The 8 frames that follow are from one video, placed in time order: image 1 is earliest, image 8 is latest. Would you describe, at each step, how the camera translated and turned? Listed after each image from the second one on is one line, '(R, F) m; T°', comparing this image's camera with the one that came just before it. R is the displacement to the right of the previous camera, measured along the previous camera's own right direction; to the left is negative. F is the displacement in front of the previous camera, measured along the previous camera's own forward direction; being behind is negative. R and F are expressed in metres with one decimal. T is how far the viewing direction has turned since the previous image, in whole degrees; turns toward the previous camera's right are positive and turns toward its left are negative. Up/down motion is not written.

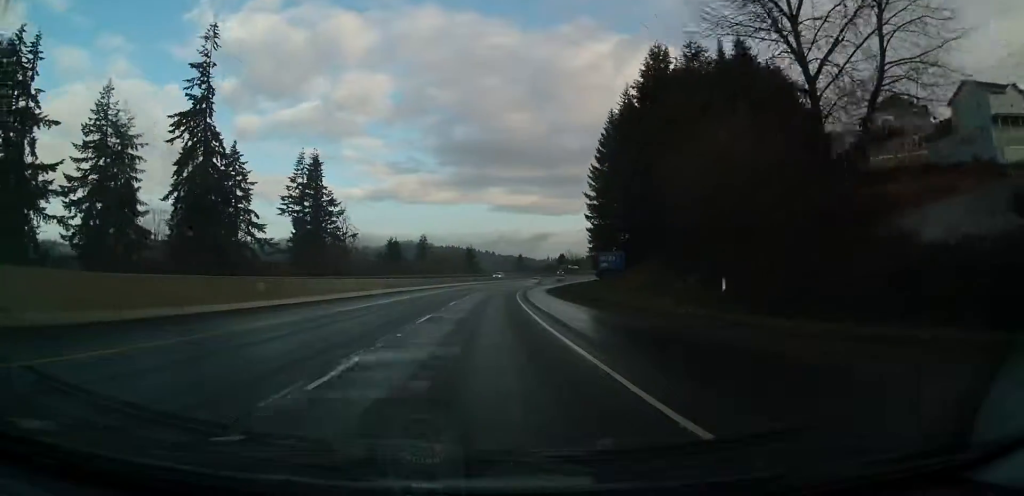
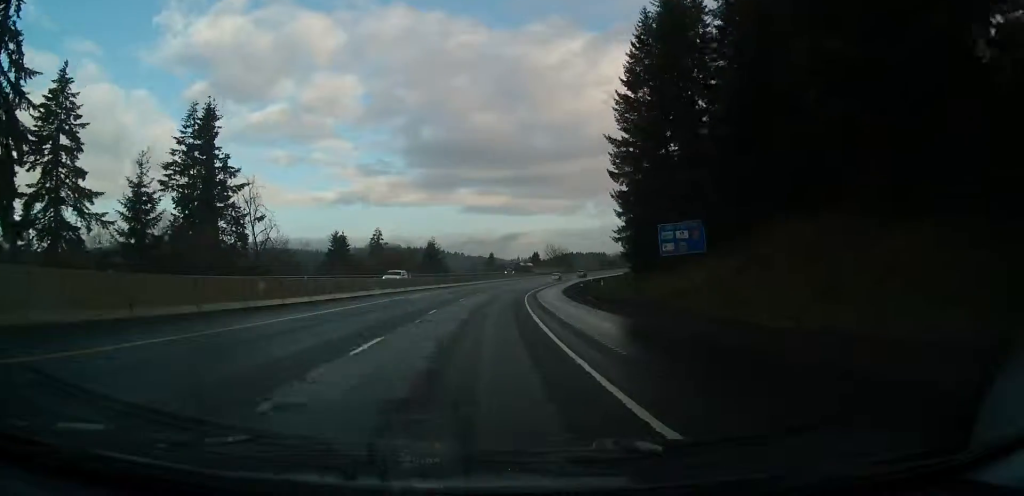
(+0.3, +46.8) m; +2°
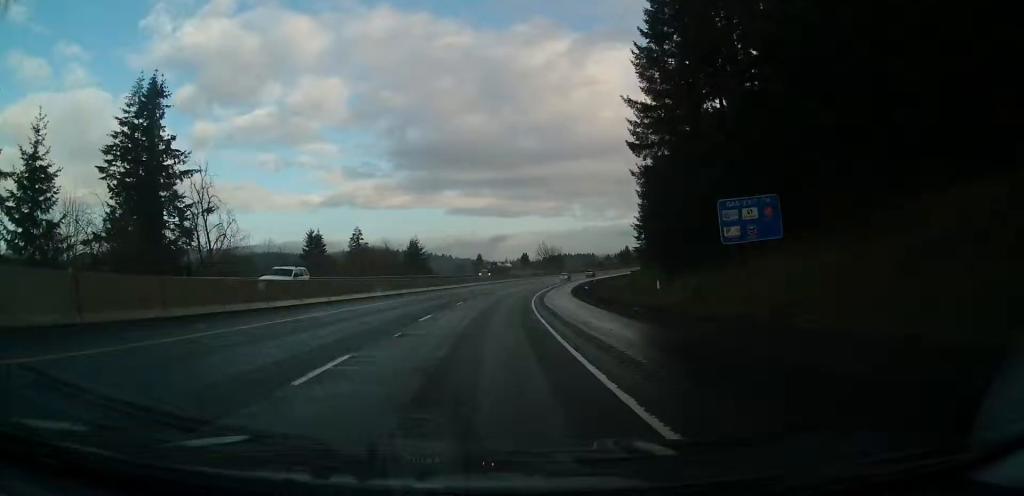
(0.0, +15.9) m; +1°
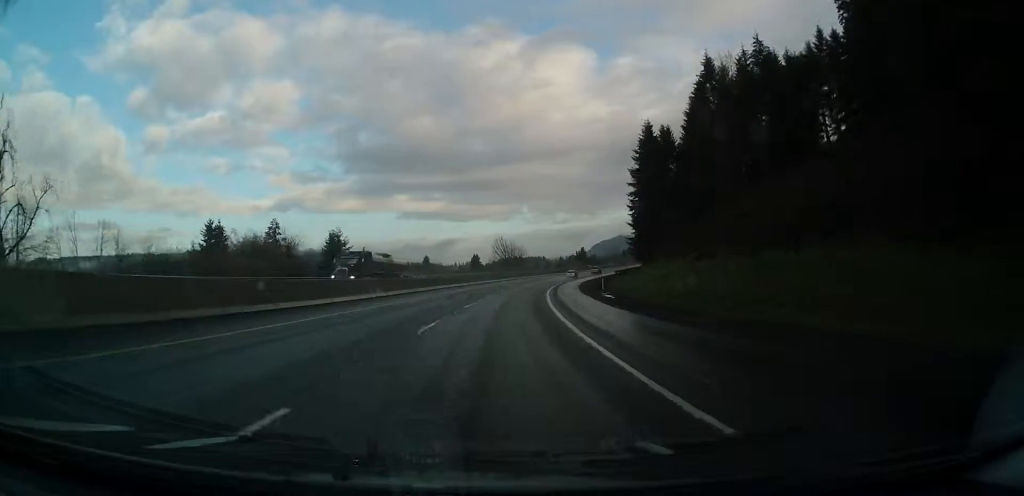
(+0.9, +41.1) m; +3°
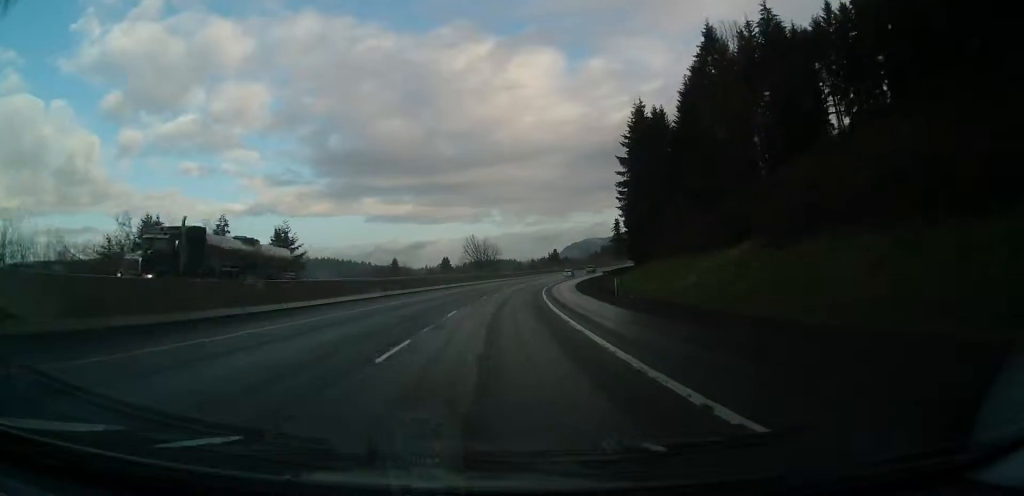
(+0.1, +17.6) m; +2°
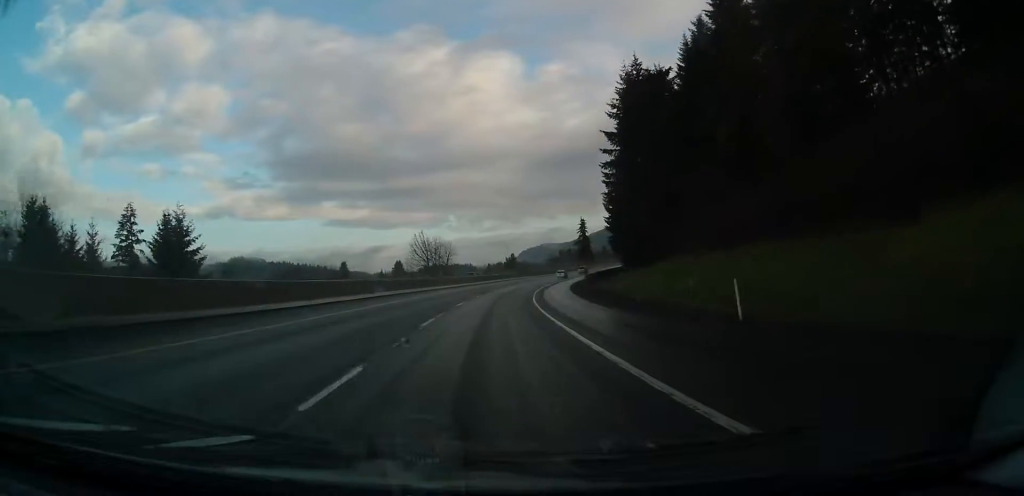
(+0.7, +27.5) m; +2°
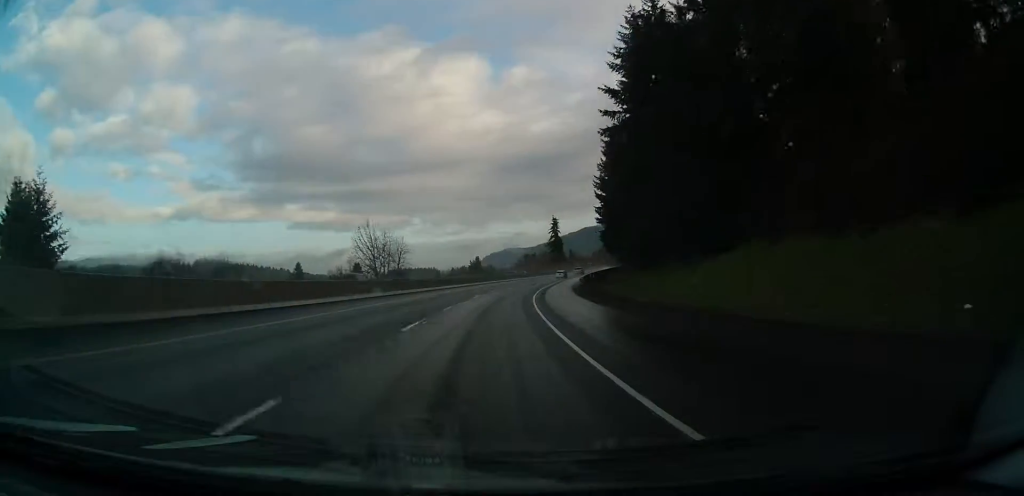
(+0.5, +26.4) m; +3°
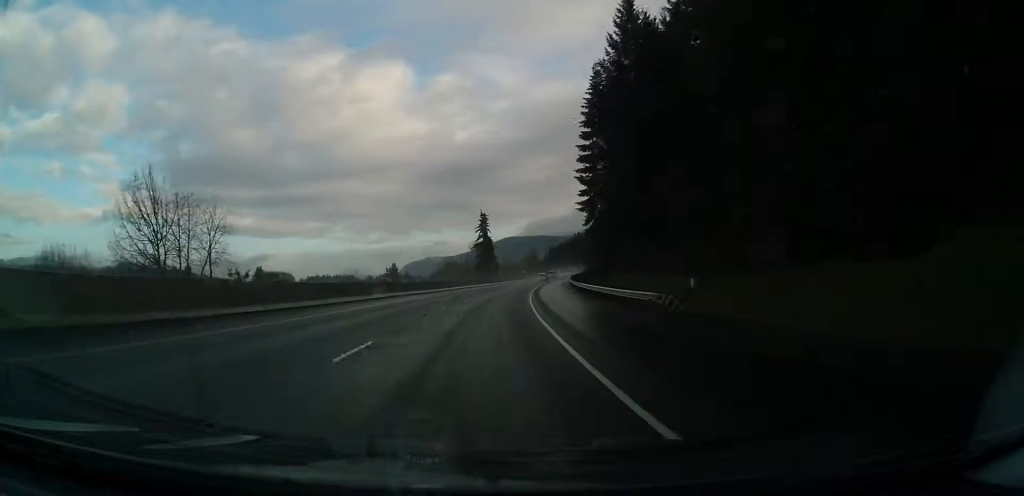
(+3.9, +53.8) m; +8°
